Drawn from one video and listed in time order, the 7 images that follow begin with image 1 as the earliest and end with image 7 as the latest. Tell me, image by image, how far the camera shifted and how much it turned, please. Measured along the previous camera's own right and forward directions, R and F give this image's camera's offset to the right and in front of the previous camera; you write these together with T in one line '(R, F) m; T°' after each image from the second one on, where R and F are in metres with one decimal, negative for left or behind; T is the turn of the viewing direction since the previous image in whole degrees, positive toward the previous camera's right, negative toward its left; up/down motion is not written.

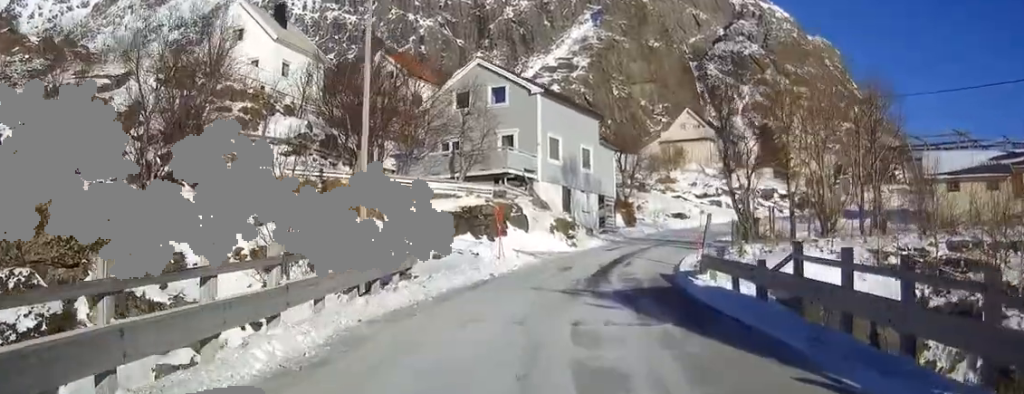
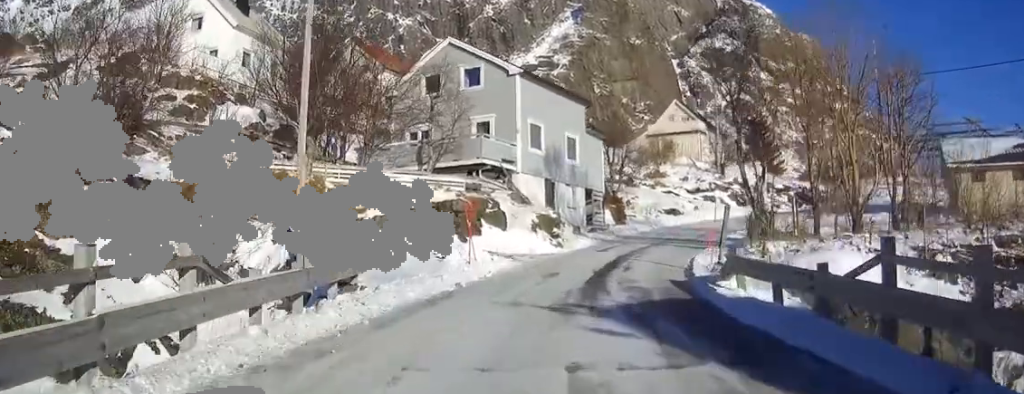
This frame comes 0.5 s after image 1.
(0.0, +4.3) m; 0°
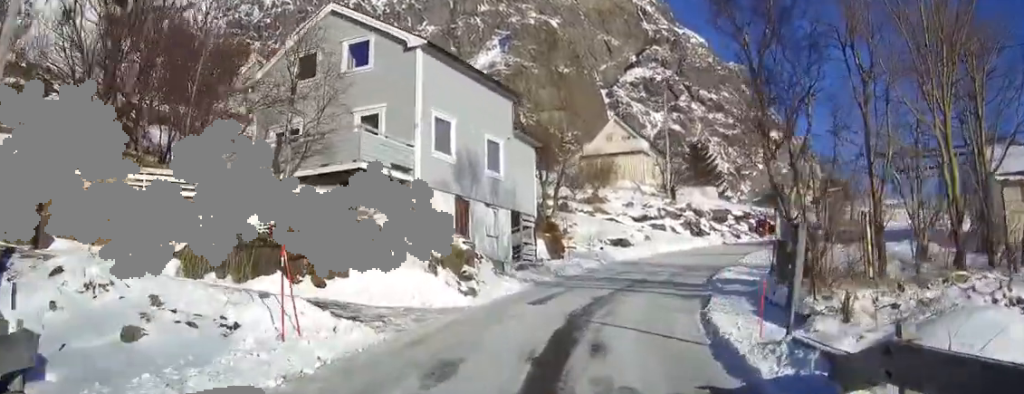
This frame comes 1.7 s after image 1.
(-0.1, +9.5) m; -1°
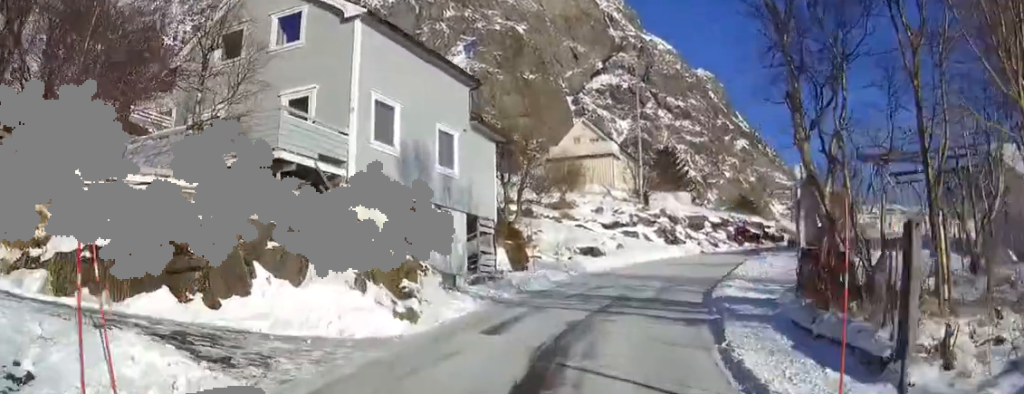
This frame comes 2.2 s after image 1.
(-0.1, +3.8) m; 0°
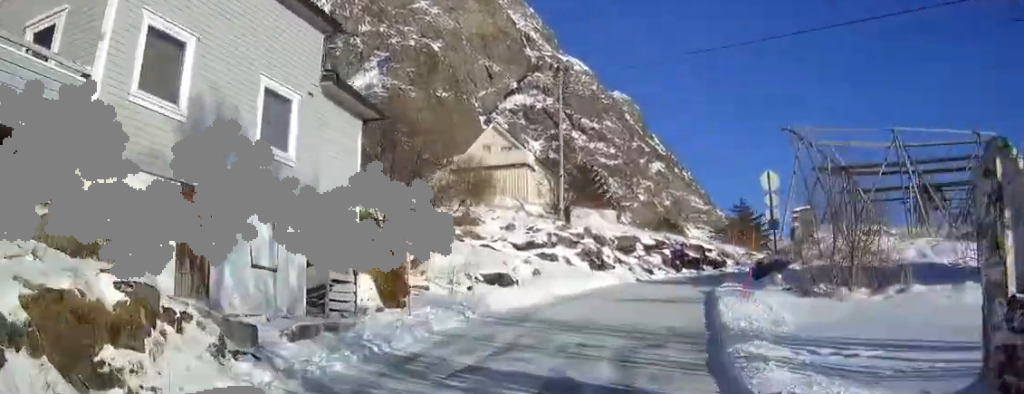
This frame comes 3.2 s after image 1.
(+0.2, +8.2) m; +6°
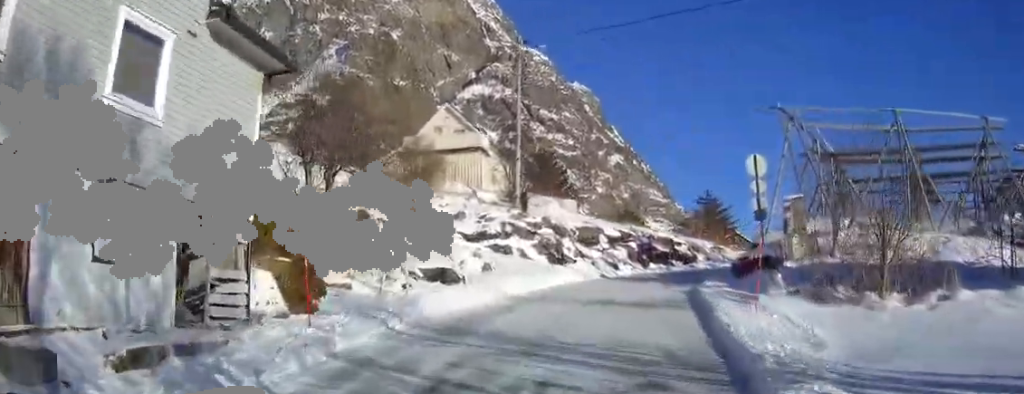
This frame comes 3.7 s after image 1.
(+0.3, +3.7) m; +5°
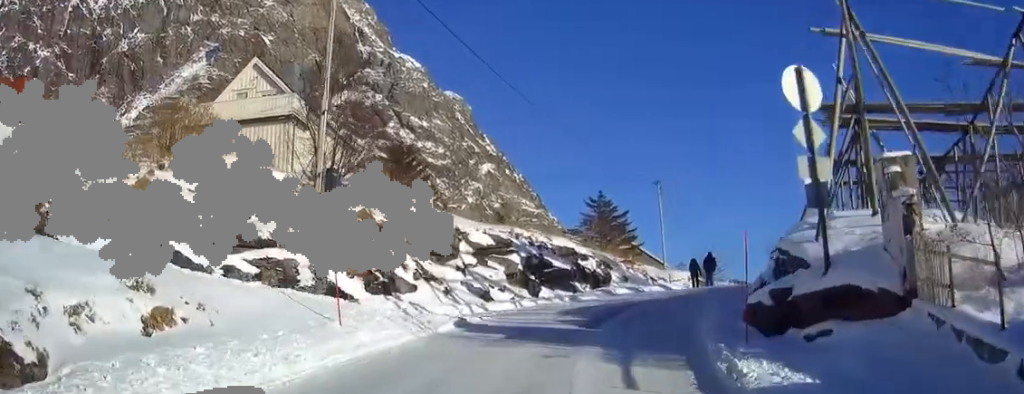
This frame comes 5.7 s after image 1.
(+1.9, +12.8) m; +14°
